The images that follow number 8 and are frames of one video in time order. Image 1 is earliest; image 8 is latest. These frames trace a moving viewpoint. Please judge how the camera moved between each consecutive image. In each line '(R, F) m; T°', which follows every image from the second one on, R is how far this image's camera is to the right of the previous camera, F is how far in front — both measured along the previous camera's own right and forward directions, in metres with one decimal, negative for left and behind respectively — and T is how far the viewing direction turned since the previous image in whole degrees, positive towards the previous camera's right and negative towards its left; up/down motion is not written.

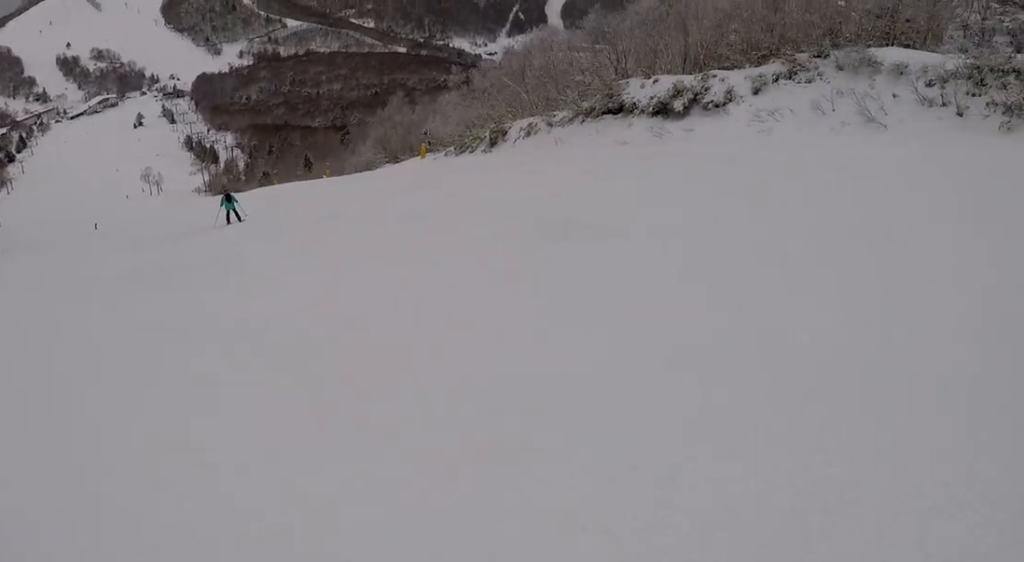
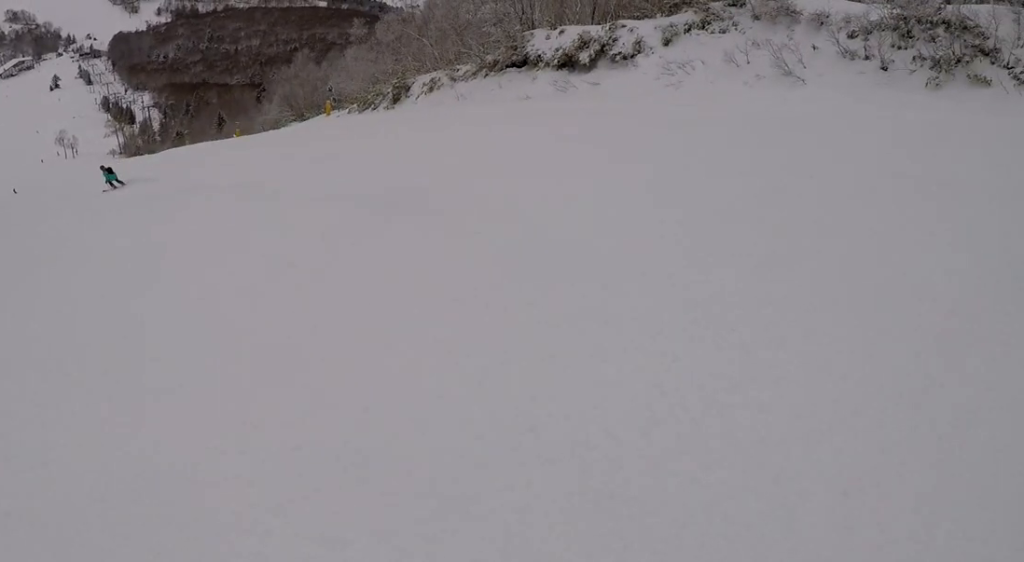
(+0.1, +2.6) m; -4°
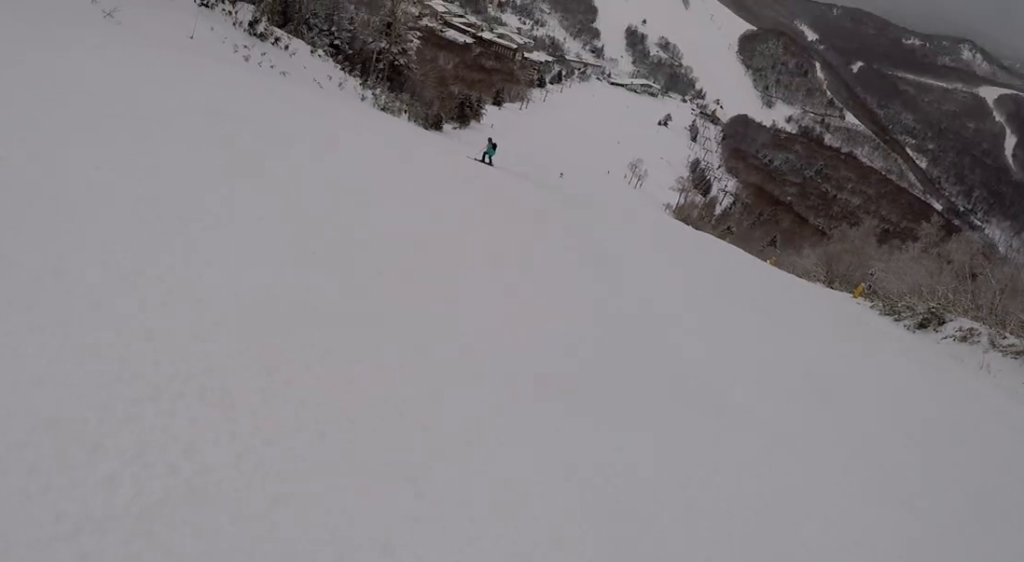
(-2.4, +5.5) m; -51°
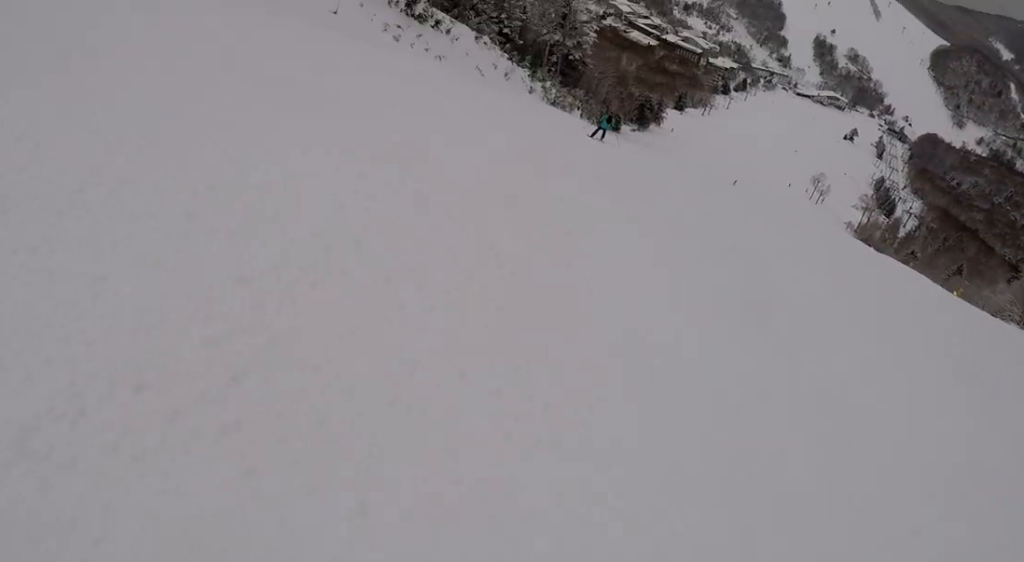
(-0.8, +3.5) m; -27°
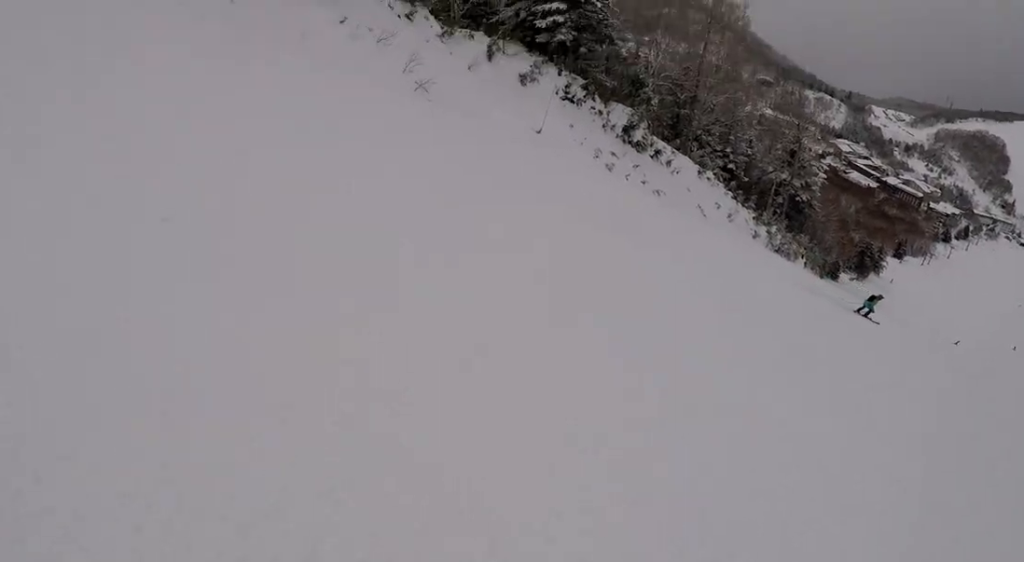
(-2.0, +5.6) m; -30°
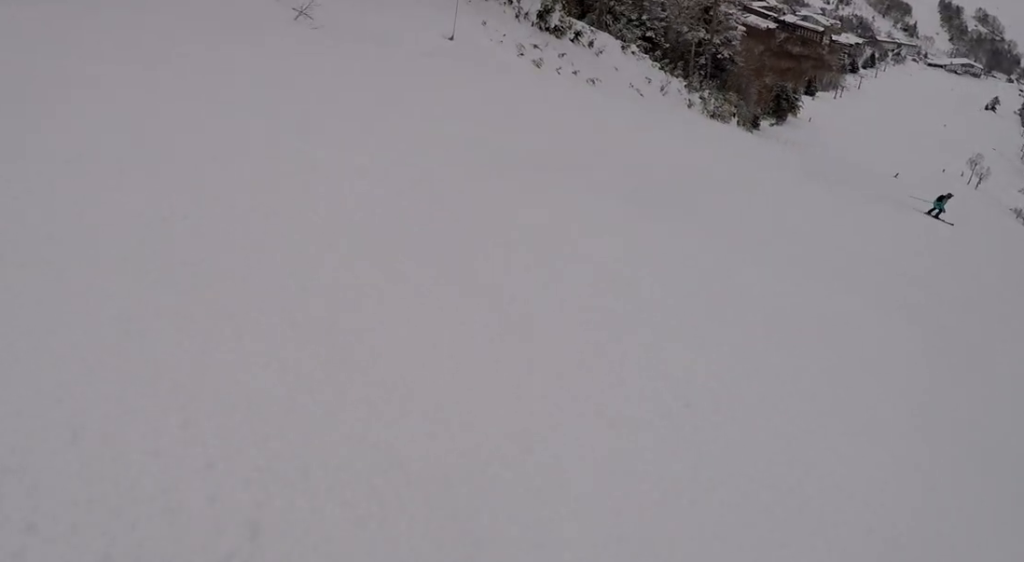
(-0.7, +5.1) m; +3°
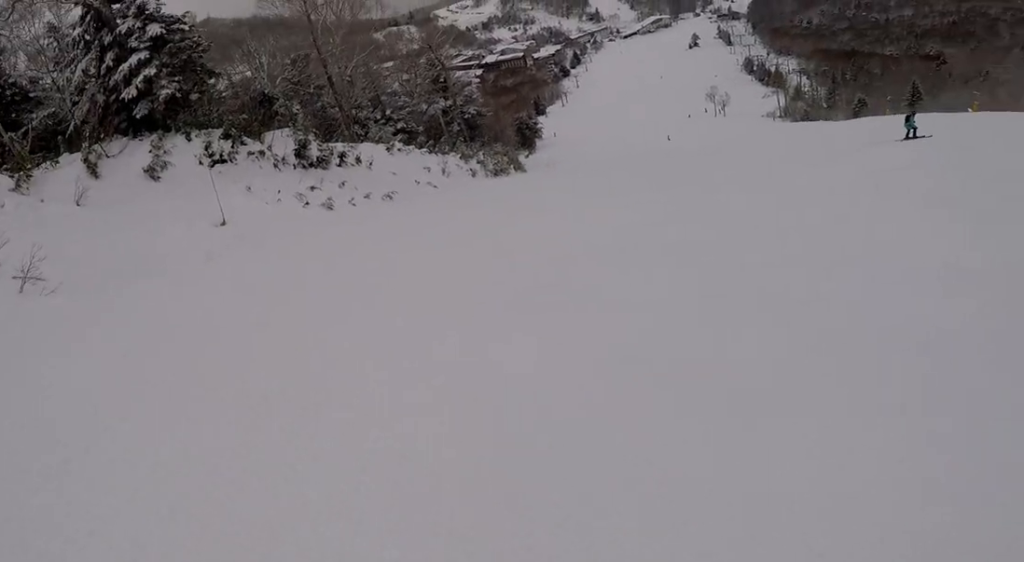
(+1.7, +5.3) m; +51°
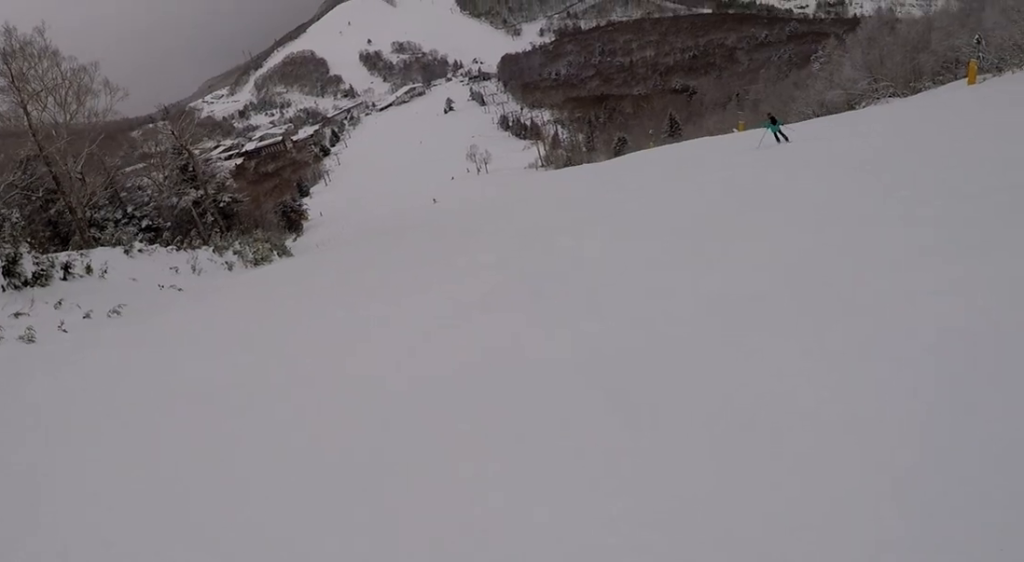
(+1.5, +3.3) m; +37°
